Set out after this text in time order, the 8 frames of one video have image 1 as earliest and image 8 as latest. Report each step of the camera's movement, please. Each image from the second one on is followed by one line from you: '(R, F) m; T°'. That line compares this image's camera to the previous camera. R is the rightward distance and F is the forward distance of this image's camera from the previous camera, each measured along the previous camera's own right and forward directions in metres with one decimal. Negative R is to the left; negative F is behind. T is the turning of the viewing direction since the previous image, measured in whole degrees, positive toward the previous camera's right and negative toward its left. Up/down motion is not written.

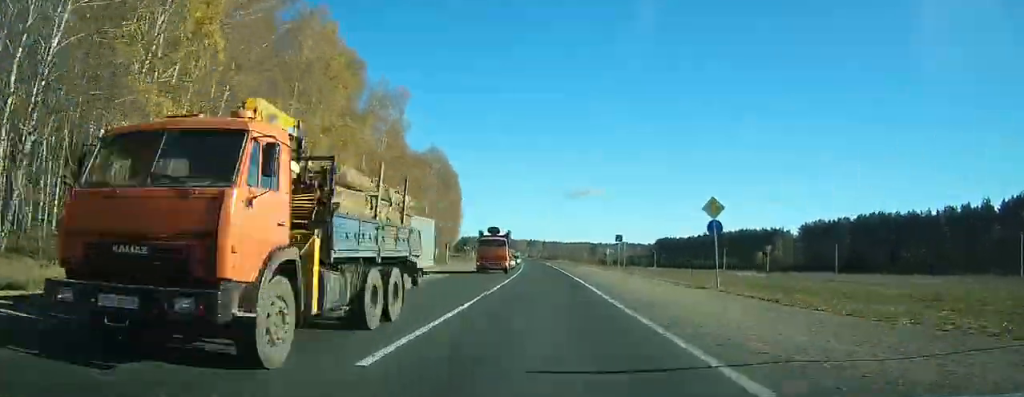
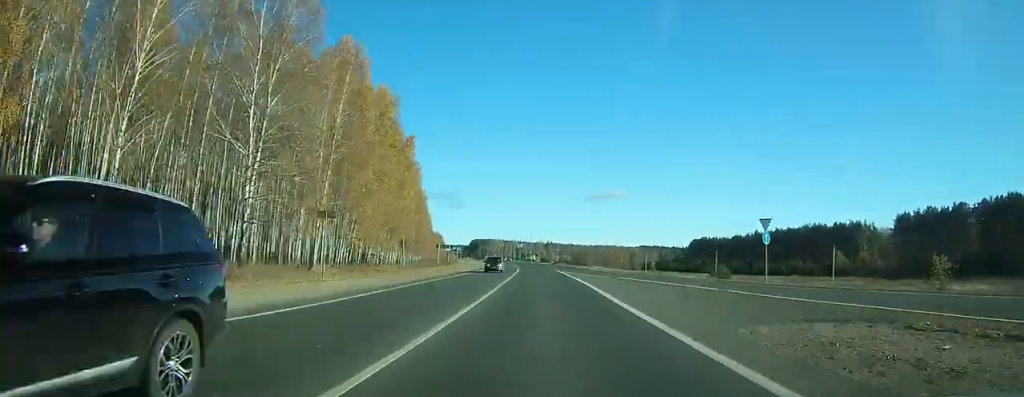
(-2.8, +67.2) m; -3°
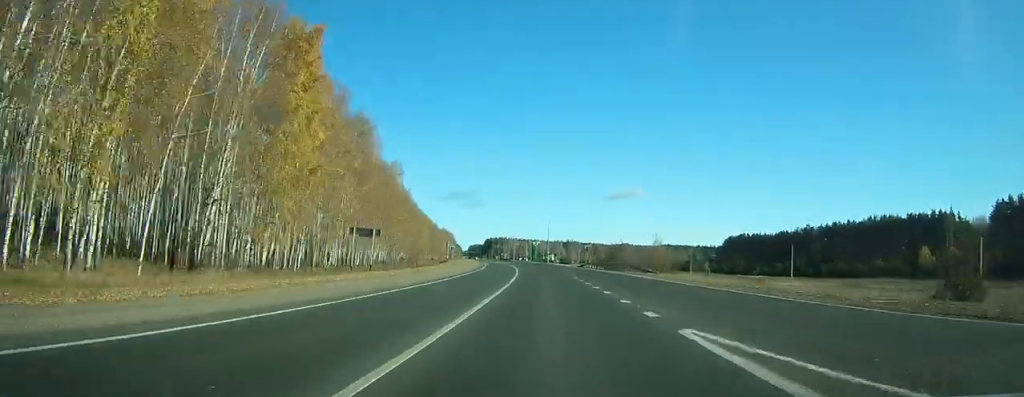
(-0.5, +46.0) m; -2°
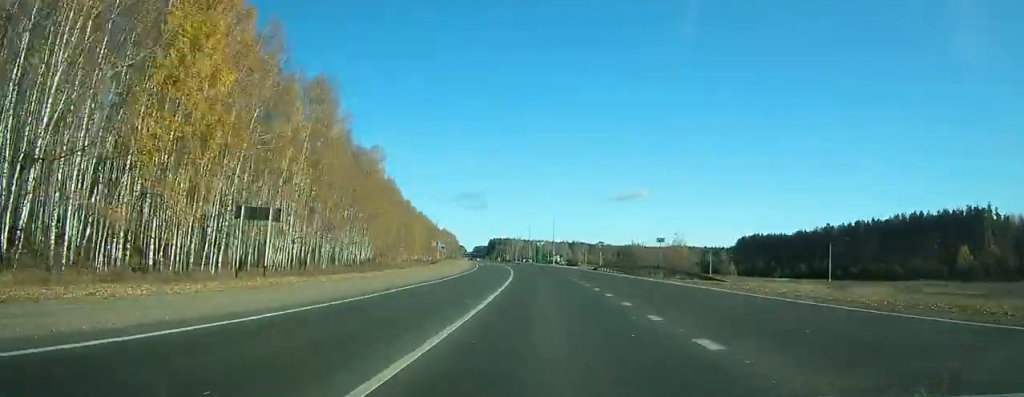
(-0.3, +17.8) m; -1°
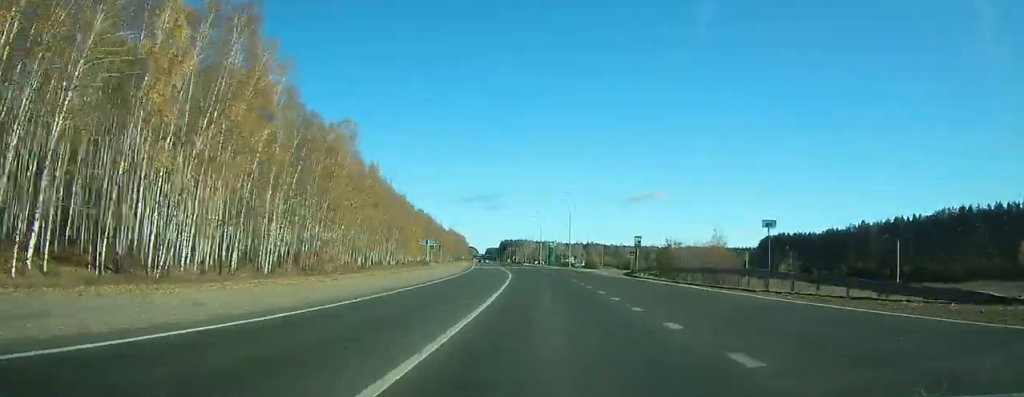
(-0.2, +22.1) m; -1°
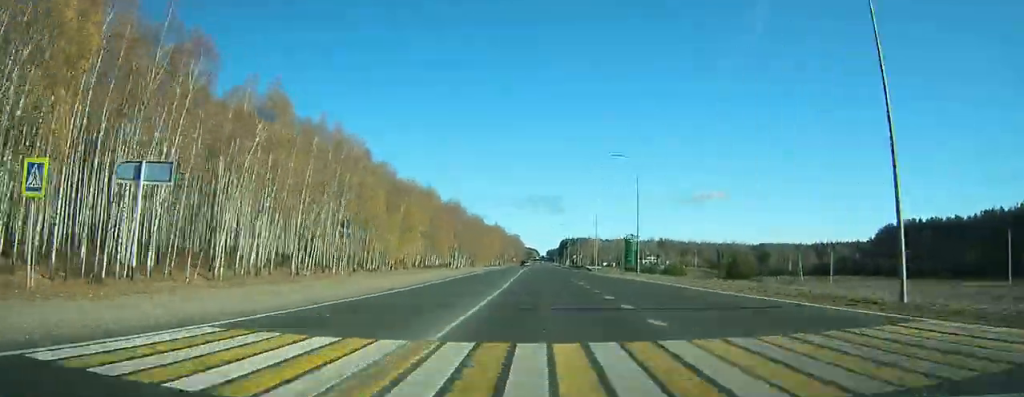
(+0.3, +85.4) m; -2°
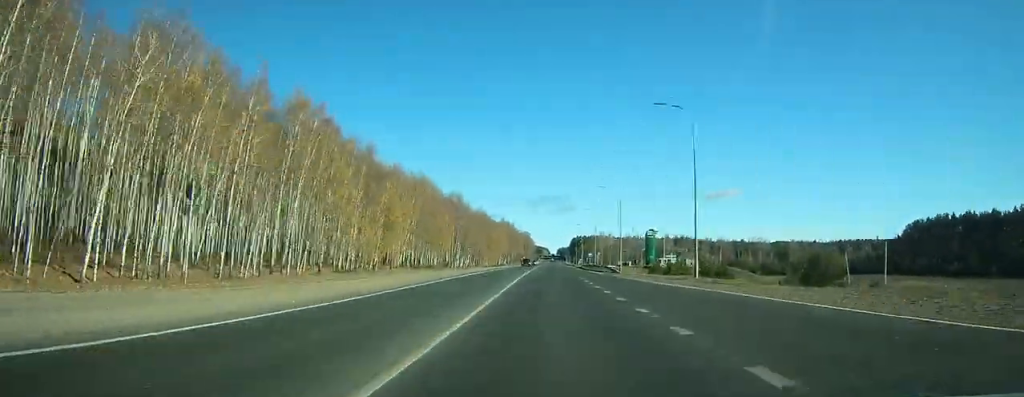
(-1.0, +19.8) m; -4°
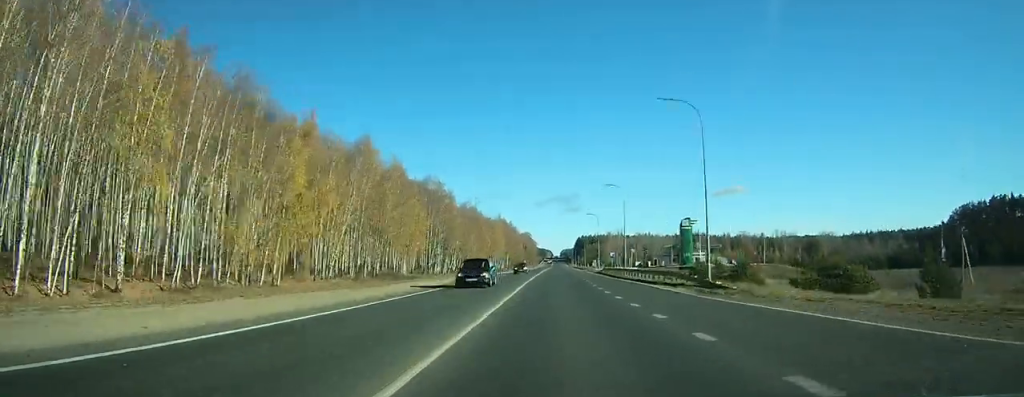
(-2.8, +40.1) m; -5°
